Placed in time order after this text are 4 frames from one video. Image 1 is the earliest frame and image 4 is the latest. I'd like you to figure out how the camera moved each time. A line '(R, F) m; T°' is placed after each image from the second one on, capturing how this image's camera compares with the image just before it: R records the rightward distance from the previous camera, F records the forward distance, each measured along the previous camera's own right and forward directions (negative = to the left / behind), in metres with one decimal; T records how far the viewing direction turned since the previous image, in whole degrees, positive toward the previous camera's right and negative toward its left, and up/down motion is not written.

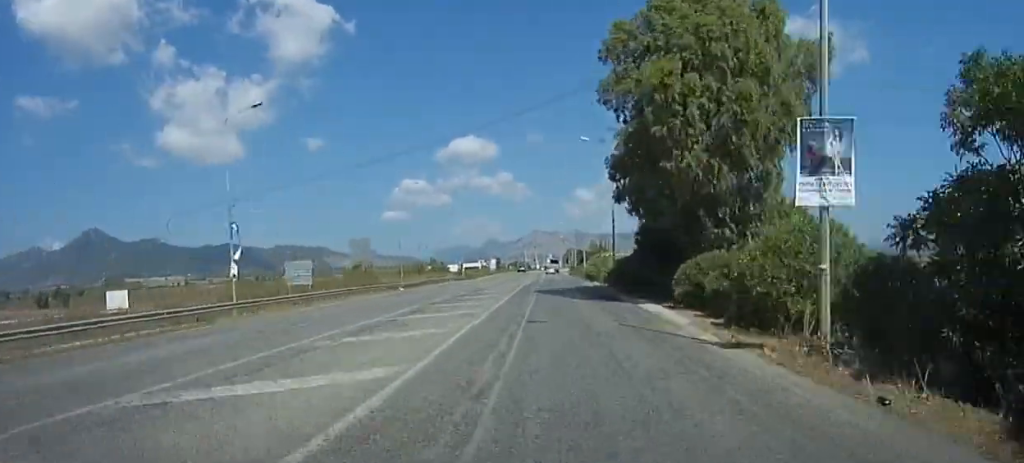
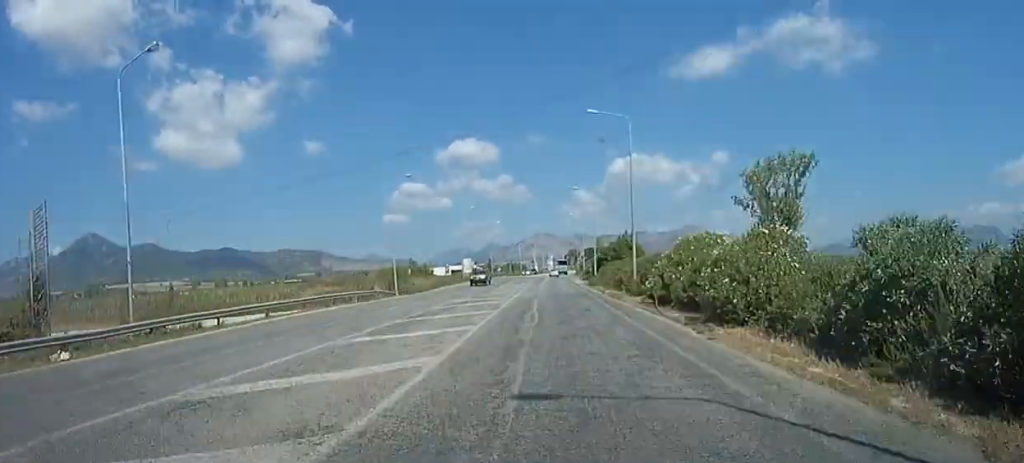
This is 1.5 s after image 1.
(+0.9, +35.8) m; 0°
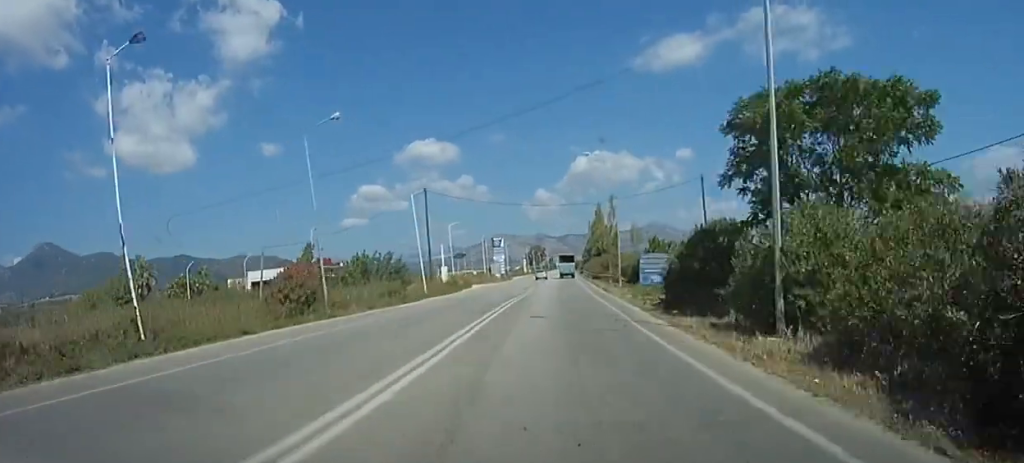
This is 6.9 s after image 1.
(-0.6, +129.5) m; +3°
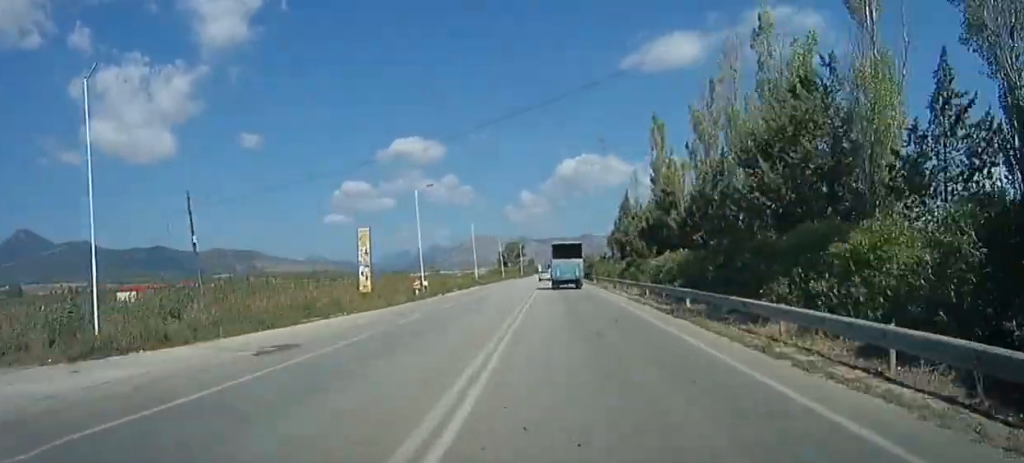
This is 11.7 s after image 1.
(+3.3, +119.5) m; +2°
